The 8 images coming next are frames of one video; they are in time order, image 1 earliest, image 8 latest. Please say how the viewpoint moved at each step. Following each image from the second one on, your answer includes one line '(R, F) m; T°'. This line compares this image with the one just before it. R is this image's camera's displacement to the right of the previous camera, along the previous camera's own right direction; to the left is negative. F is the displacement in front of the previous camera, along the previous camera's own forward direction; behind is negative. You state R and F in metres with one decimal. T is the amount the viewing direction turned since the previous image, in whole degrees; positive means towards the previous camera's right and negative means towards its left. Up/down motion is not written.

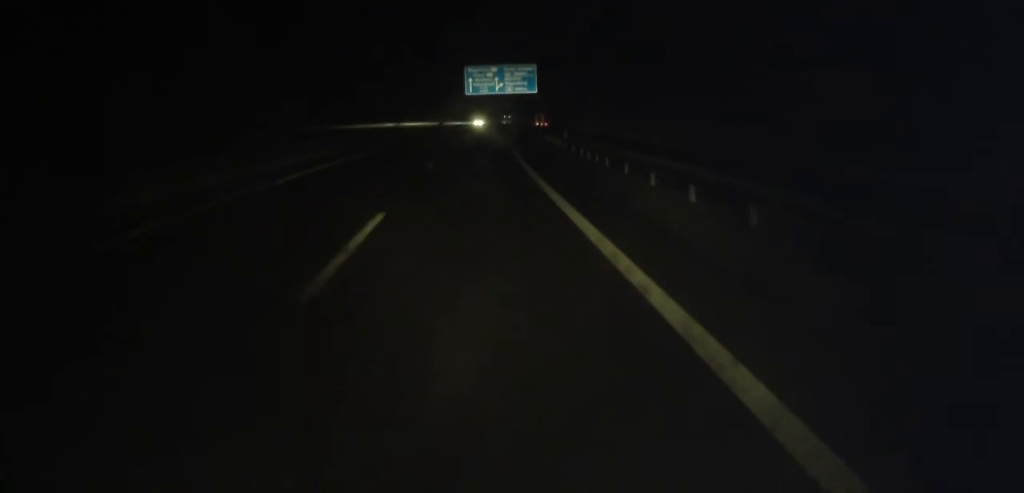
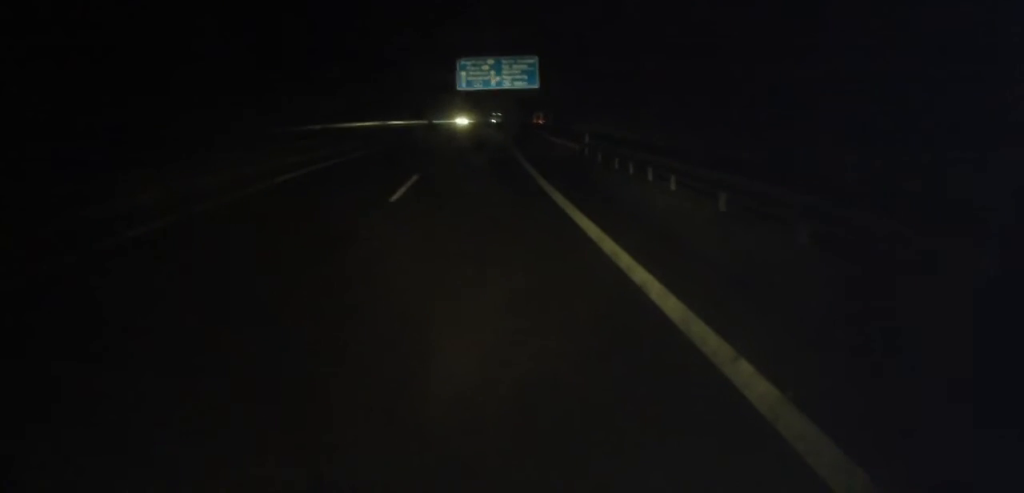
(+0.1, +10.2) m; +1°
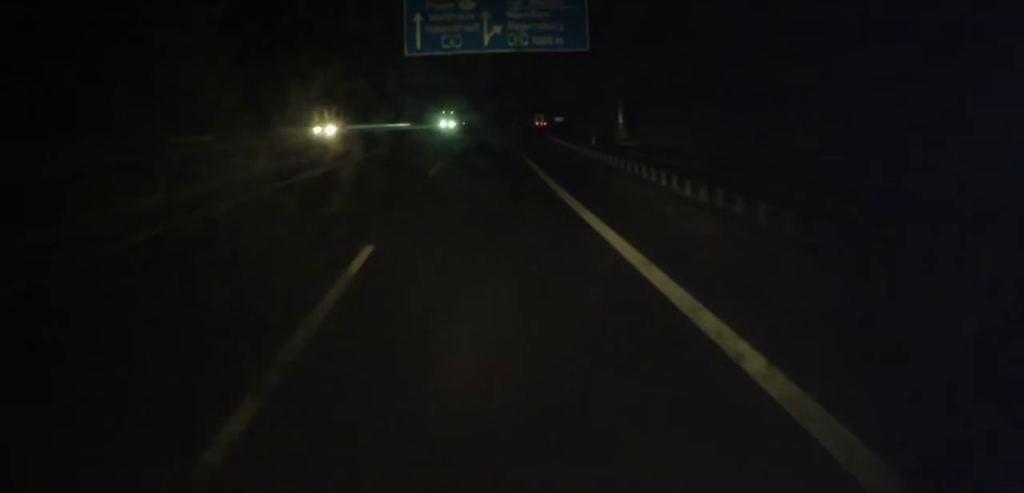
(+1.2, +46.1) m; +3°
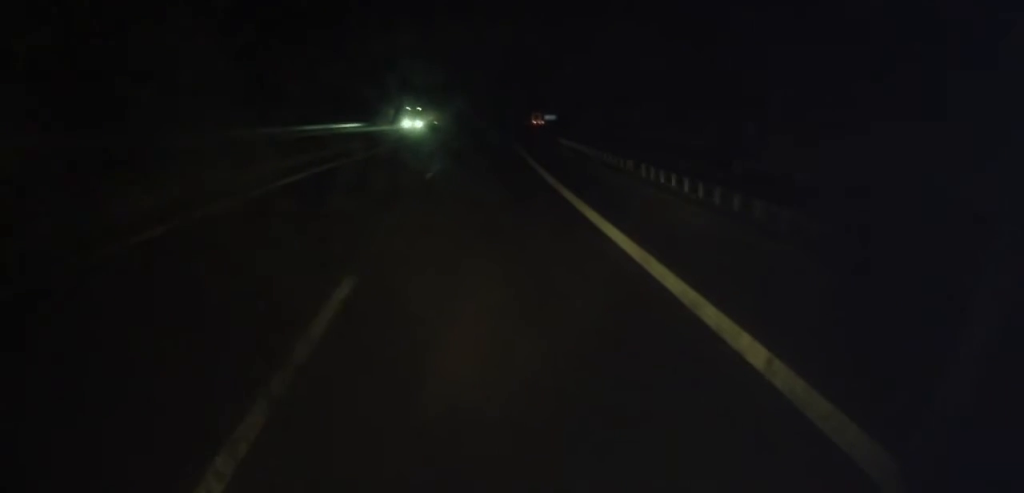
(+0.2, +19.7) m; +1°
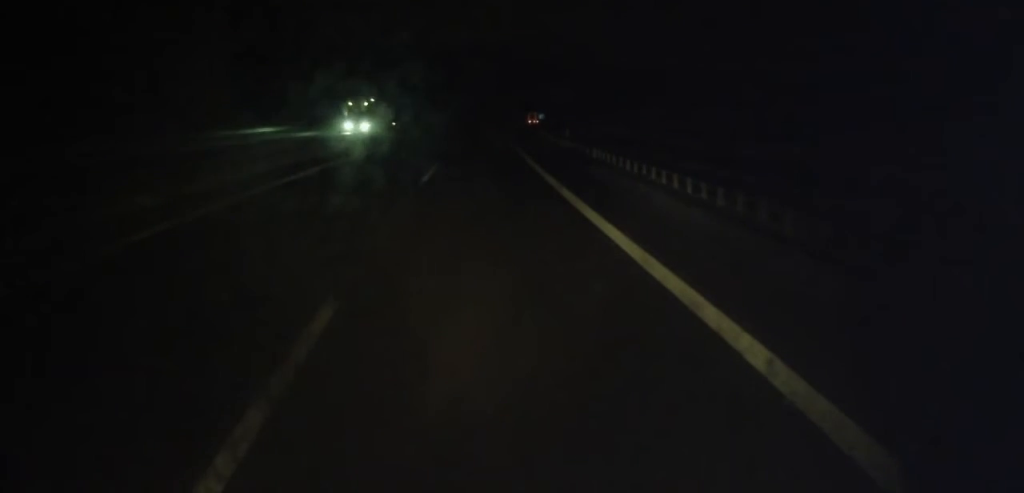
(+0.1, +19.0) m; +1°
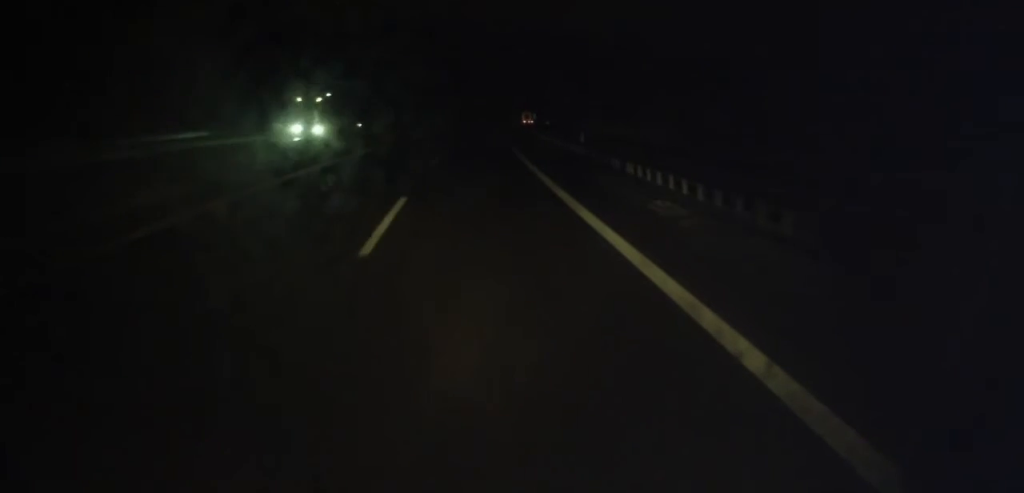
(-0.1, +9.6) m; +1°
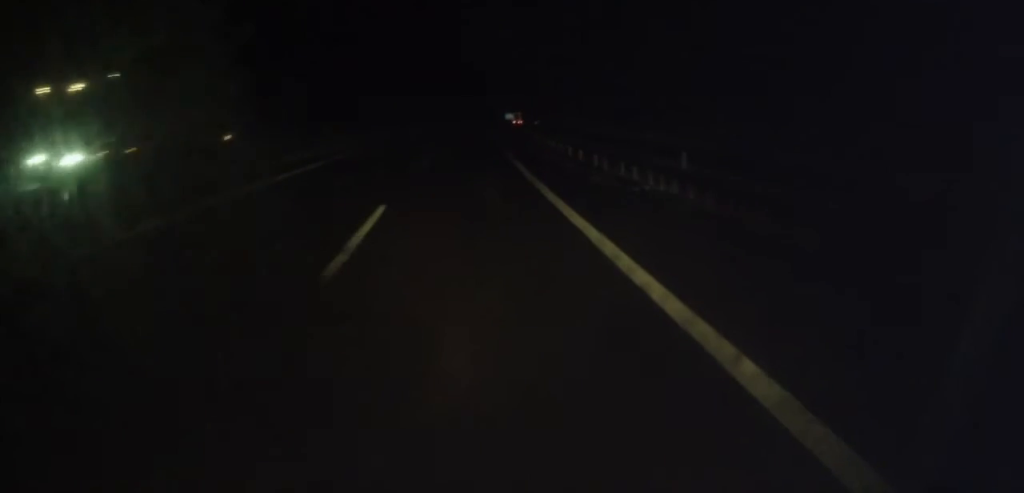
(+0.2, +19.1) m; +1°
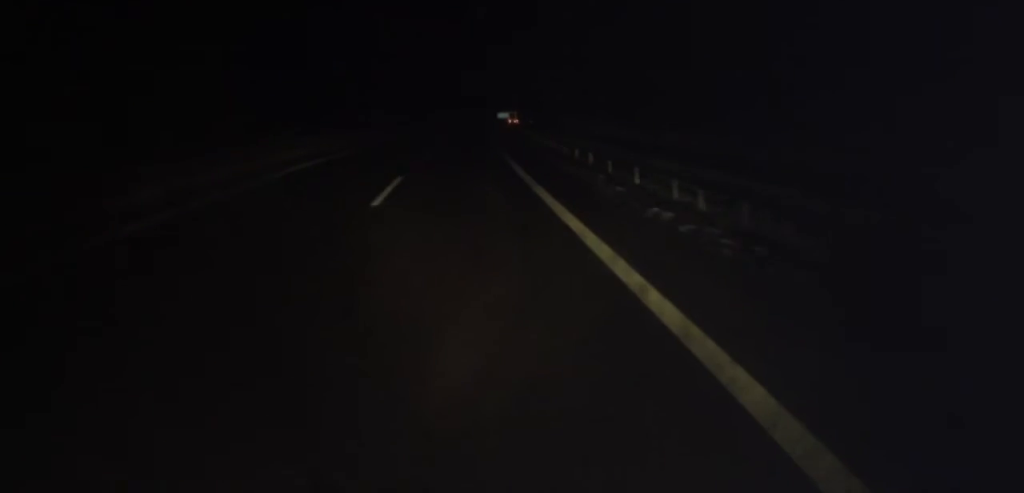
(+0.1, +11.9) m; +1°
